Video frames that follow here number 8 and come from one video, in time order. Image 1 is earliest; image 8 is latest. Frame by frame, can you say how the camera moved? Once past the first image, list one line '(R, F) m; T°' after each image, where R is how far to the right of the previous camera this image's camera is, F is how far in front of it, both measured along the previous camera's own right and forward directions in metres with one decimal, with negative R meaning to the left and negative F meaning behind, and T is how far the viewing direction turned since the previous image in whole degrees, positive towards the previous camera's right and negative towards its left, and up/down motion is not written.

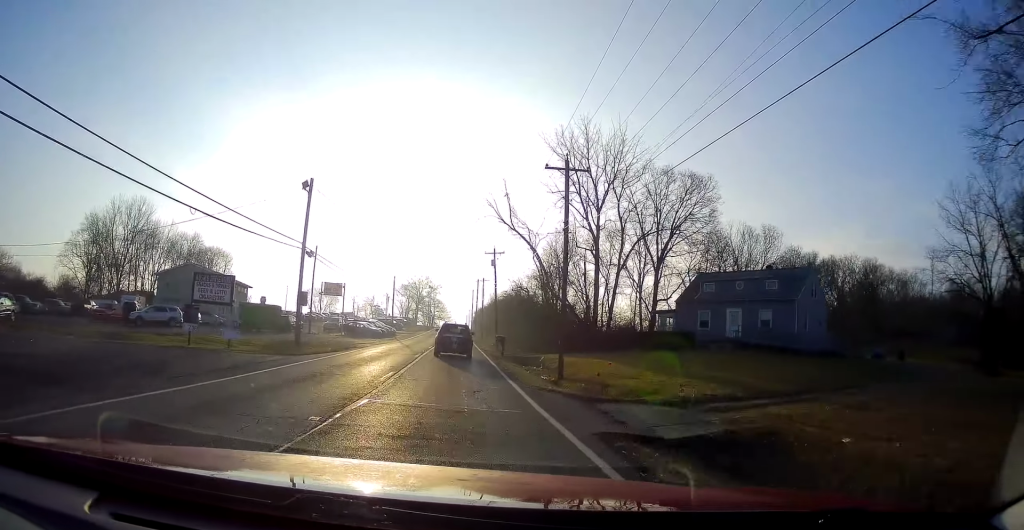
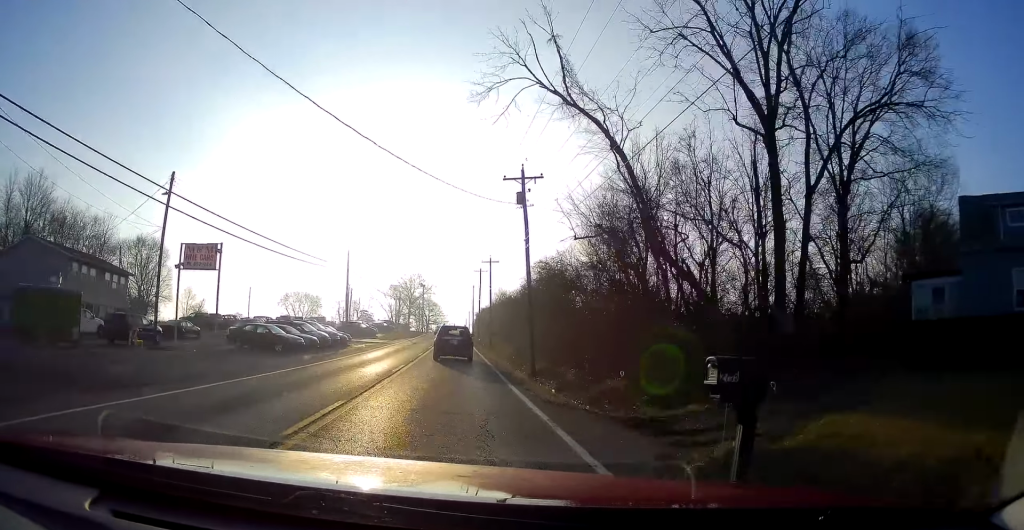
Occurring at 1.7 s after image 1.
(-0.8, +31.7) m; -1°
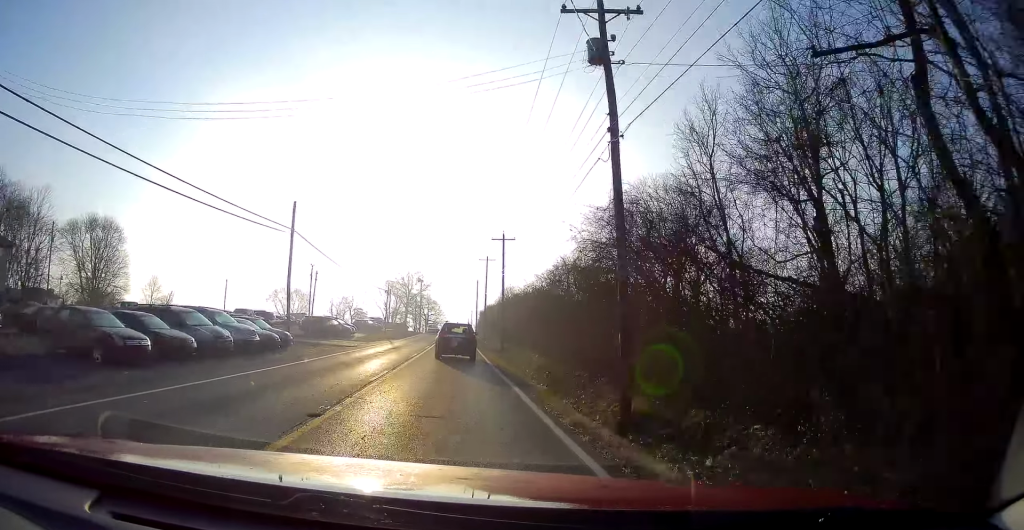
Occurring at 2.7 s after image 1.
(+0.2, +17.1) m; +1°
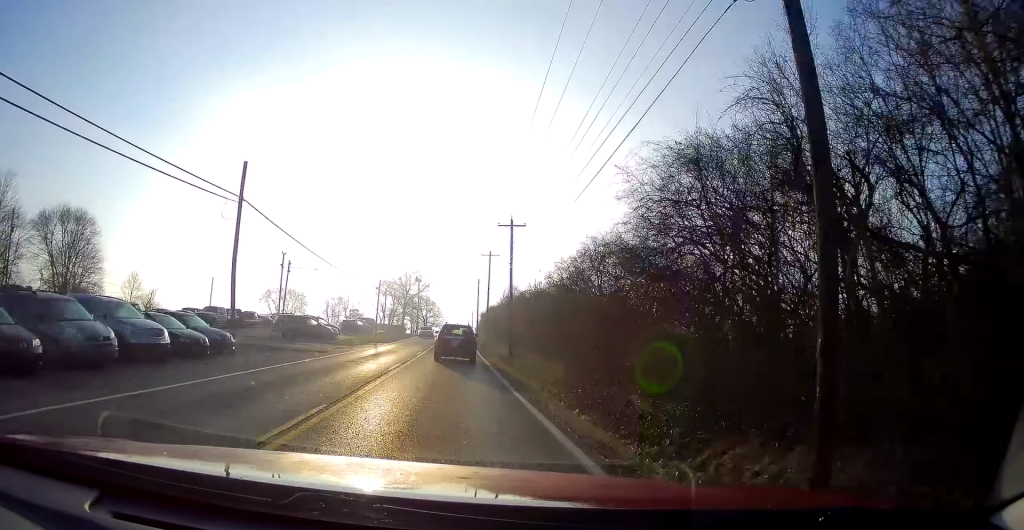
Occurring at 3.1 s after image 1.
(+0.5, +8.0) m; 0°
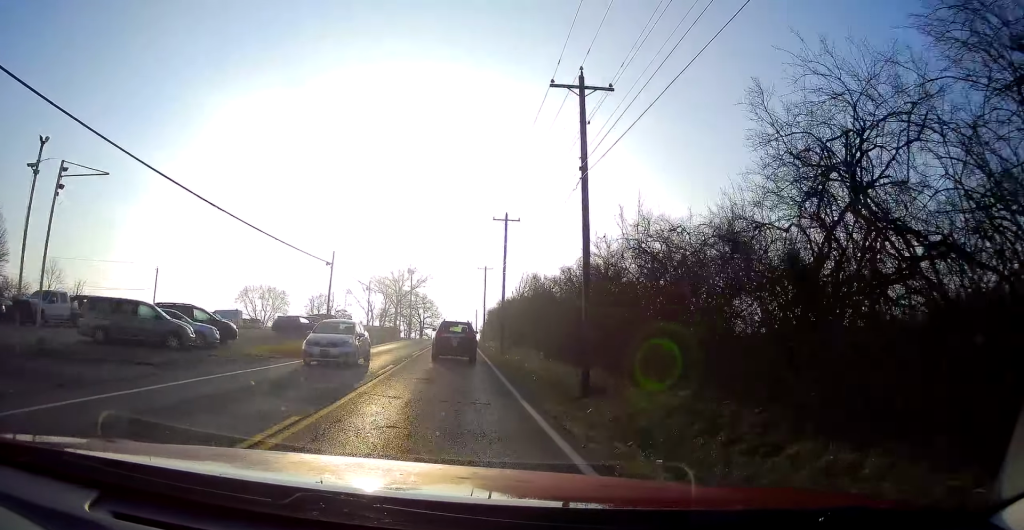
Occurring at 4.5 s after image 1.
(-1.1, +26.1) m; -2°
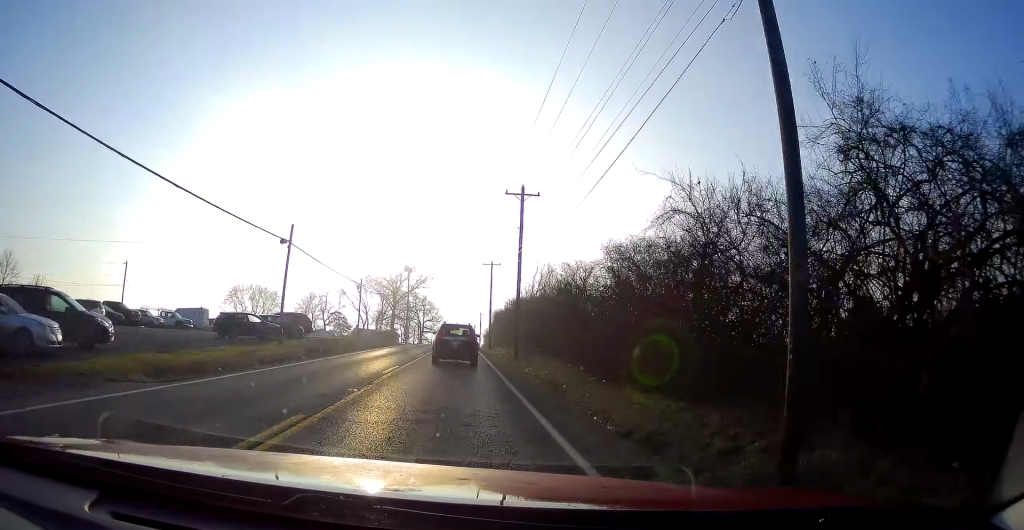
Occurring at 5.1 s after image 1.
(+0.1, +11.8) m; 0°
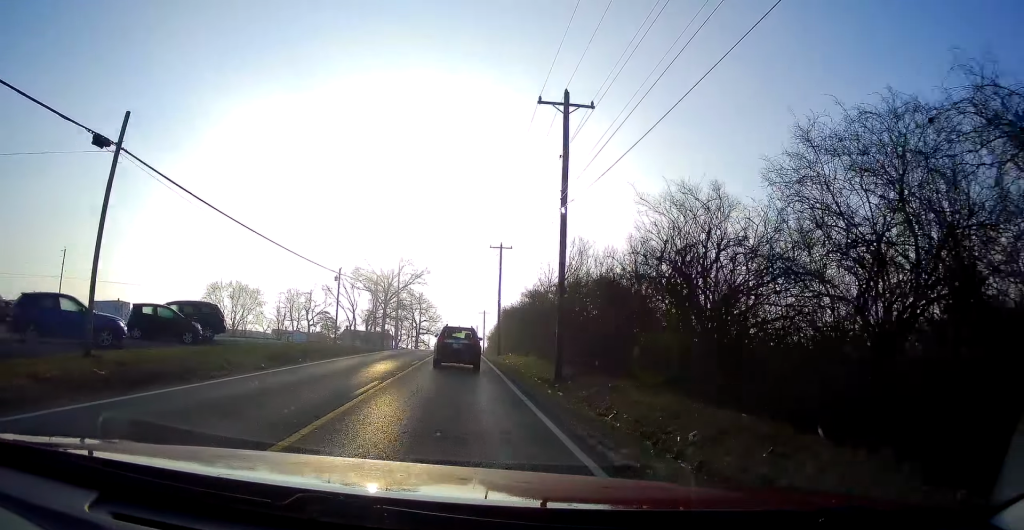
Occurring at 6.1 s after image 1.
(-0.1, +17.6) m; +2°
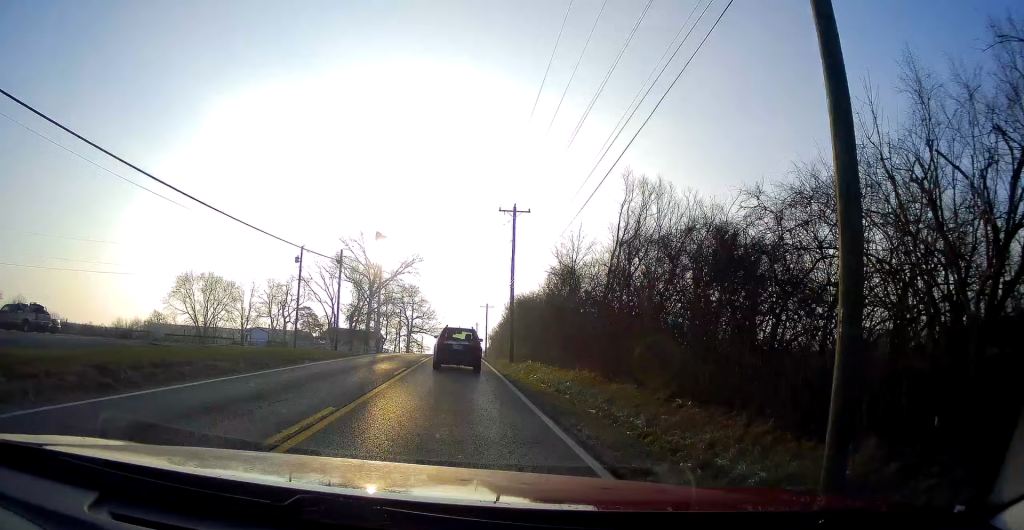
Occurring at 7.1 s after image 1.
(+0.6, +18.3) m; 0°
